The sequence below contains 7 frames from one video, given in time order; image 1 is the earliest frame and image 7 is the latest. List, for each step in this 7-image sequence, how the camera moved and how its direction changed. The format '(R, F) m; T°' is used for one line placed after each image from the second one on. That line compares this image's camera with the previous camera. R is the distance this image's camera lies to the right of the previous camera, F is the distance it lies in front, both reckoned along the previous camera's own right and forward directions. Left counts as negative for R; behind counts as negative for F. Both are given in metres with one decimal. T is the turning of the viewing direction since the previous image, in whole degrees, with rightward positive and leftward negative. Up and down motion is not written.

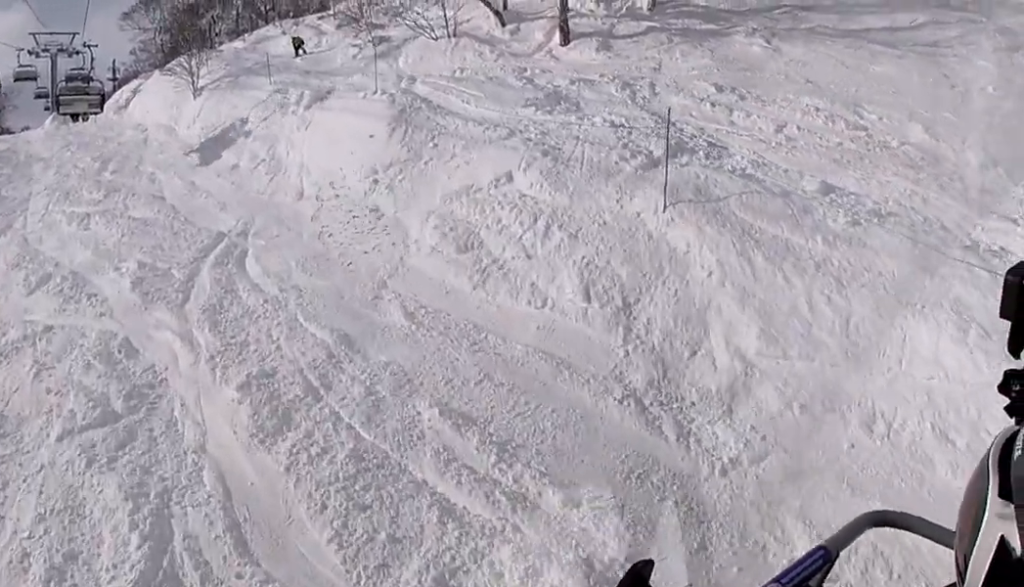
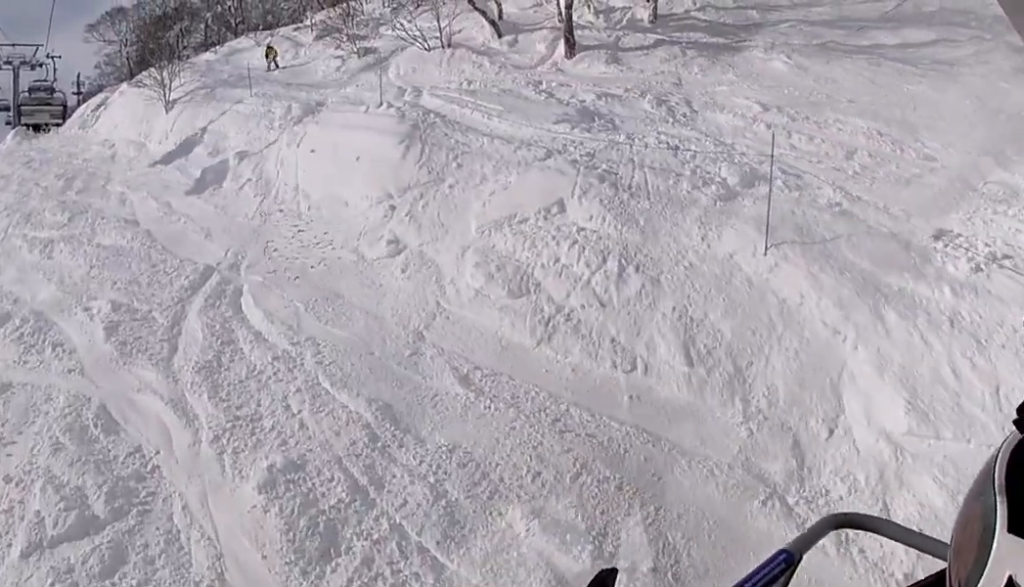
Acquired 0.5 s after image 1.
(0.0, +2.3) m; +8°
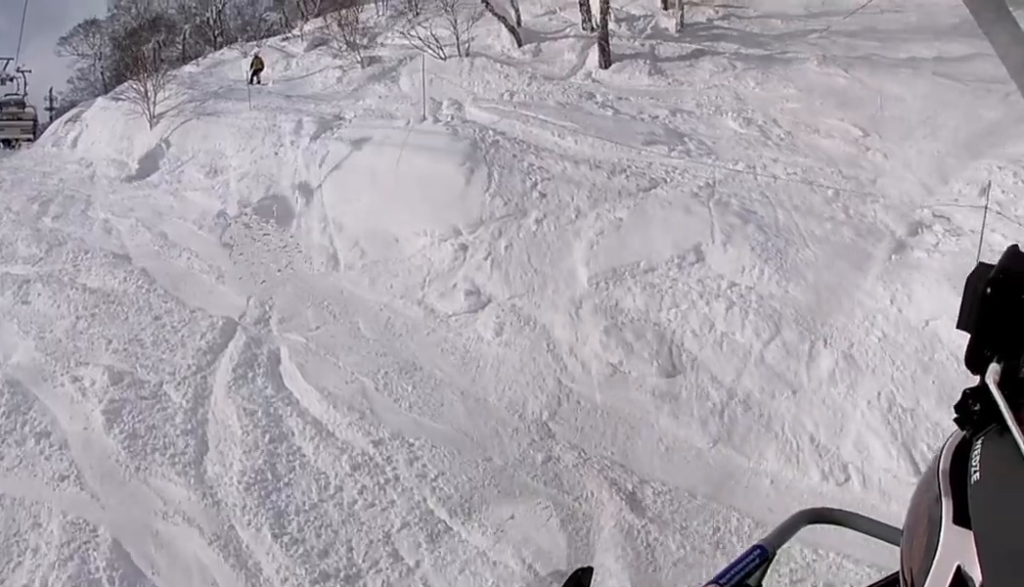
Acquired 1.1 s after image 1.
(+0.1, +2.9) m; +7°
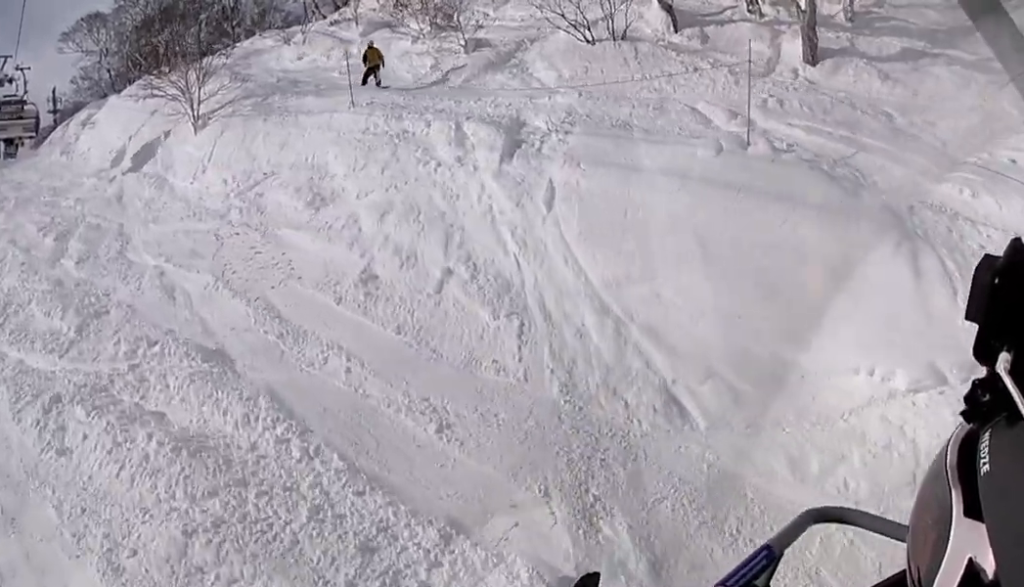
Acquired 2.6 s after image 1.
(0.0, +6.9) m; -13°
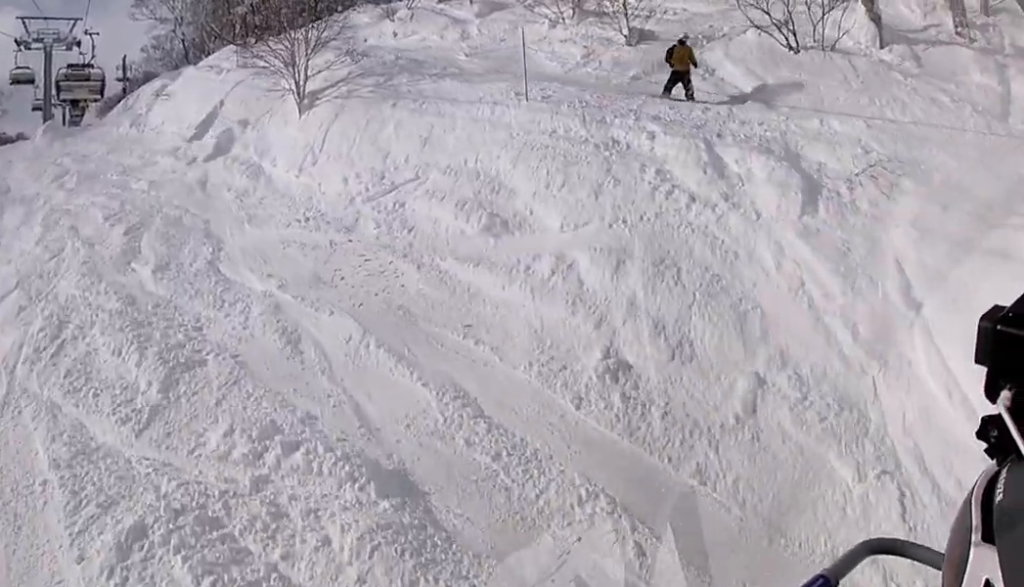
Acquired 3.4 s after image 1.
(-0.4, +4.3) m; -6°
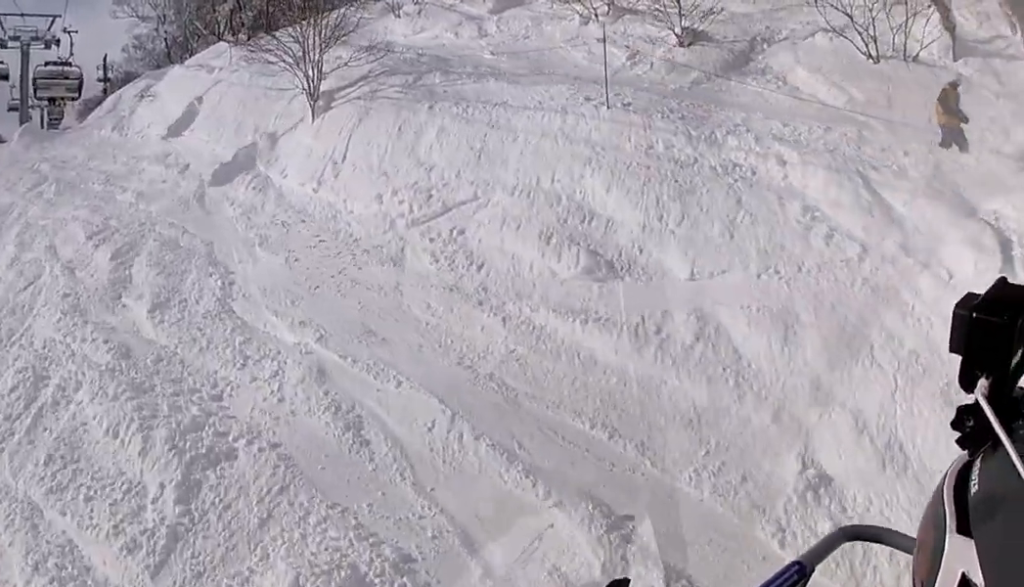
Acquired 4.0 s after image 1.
(0.0, +2.6) m; 0°
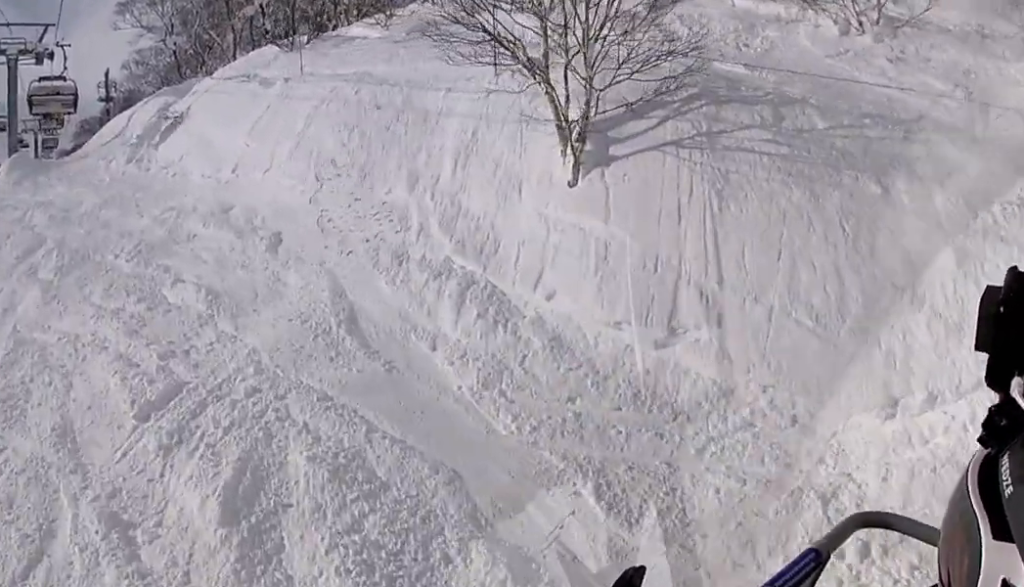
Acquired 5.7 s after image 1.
(0.0, +9.1) m; 0°
